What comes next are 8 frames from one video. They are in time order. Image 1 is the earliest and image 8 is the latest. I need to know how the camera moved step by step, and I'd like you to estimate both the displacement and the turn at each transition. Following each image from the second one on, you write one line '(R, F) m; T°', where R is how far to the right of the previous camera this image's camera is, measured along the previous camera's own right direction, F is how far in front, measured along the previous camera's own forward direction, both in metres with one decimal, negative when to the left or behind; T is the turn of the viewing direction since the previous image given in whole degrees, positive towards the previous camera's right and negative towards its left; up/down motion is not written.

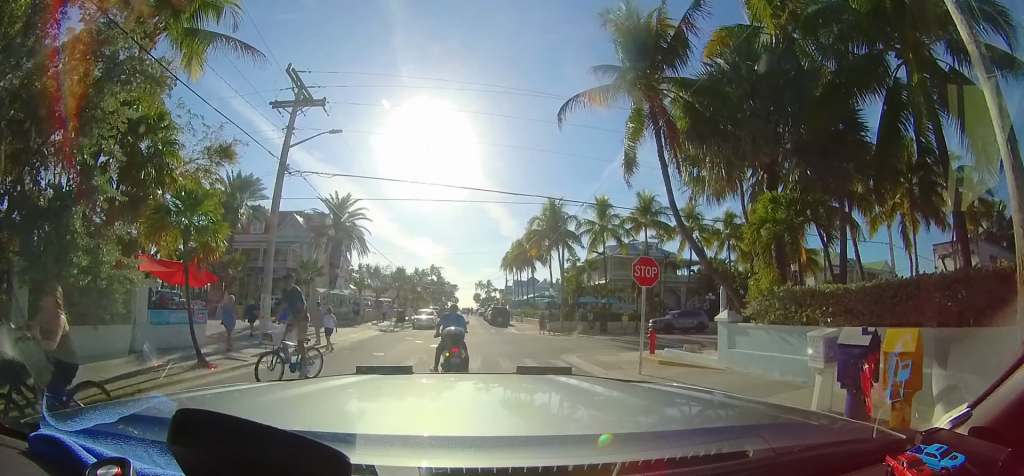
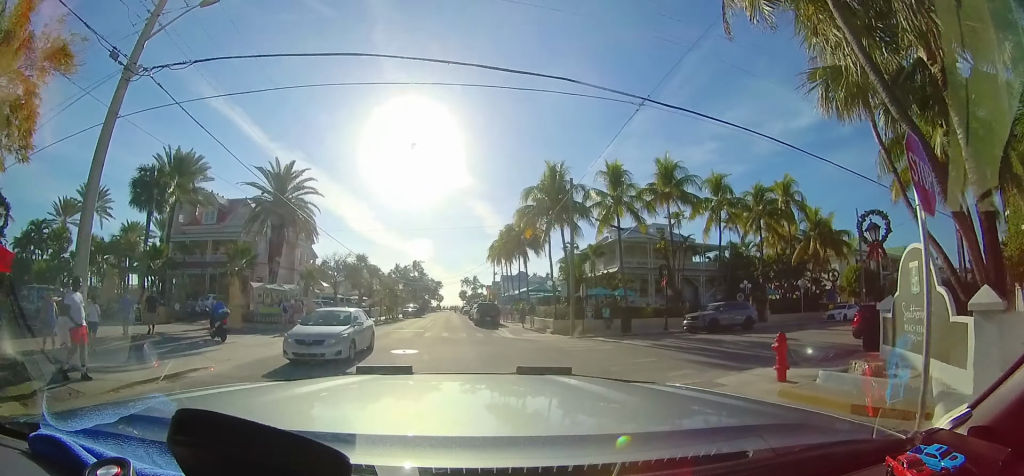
(+0.2, +8.1) m; +1°
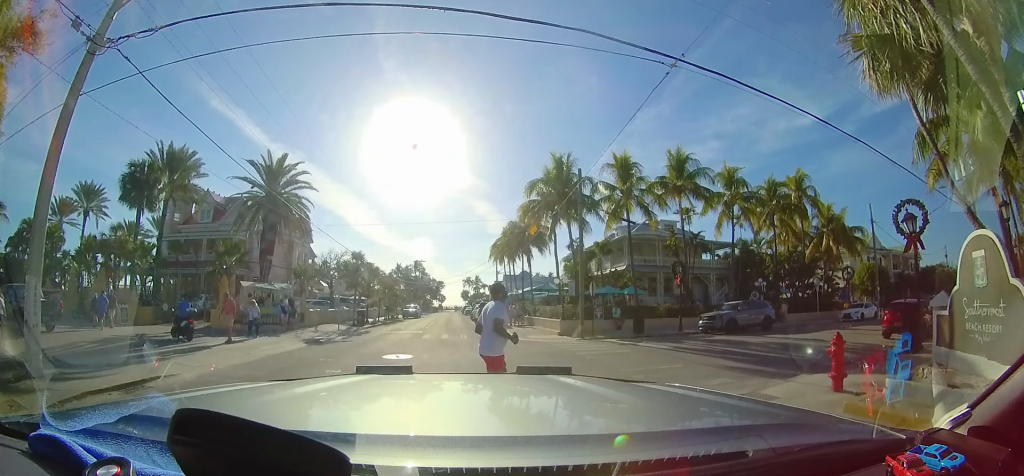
(0.0, +10.3) m; -1°
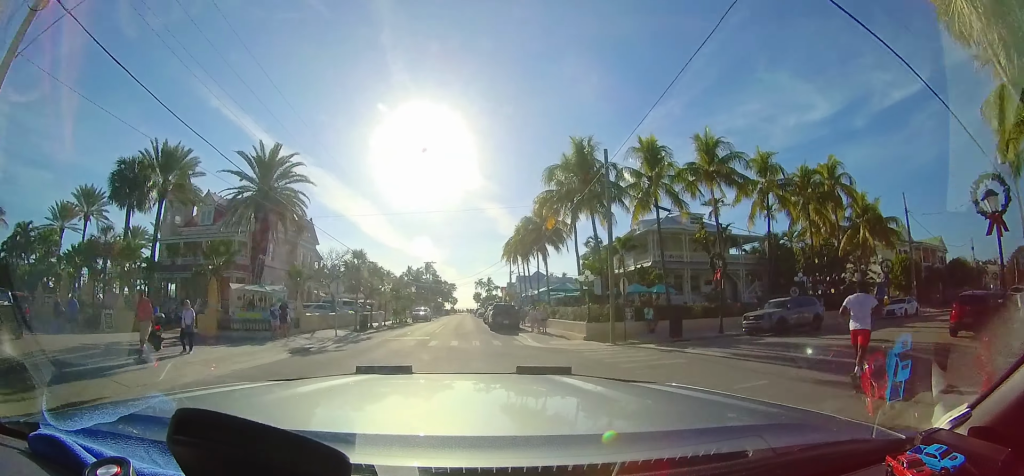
(-0.1, +6.4) m; -1°
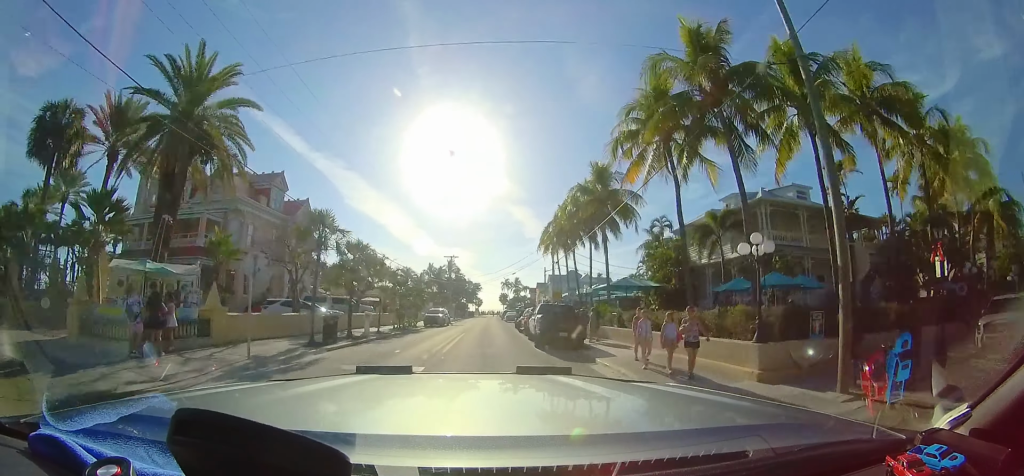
(+0.1, +7.5) m; -2°
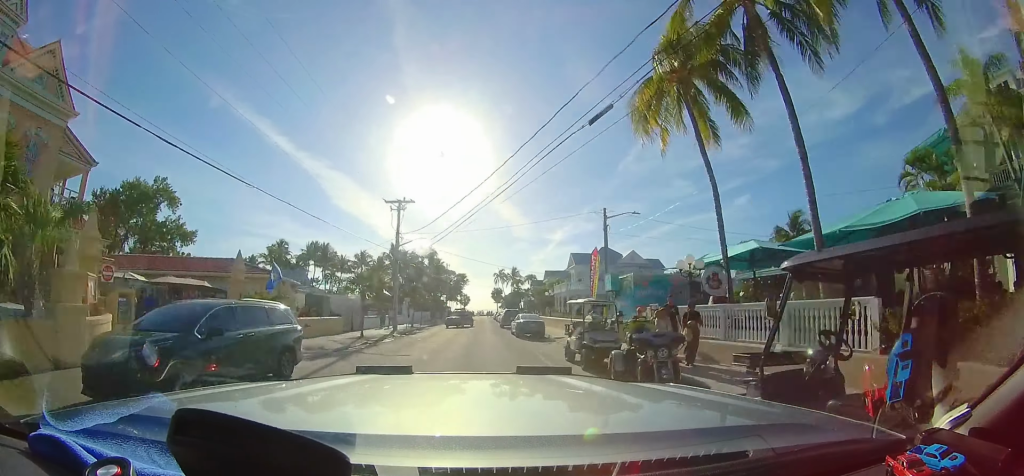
(-0.6, +21.2) m; +1°
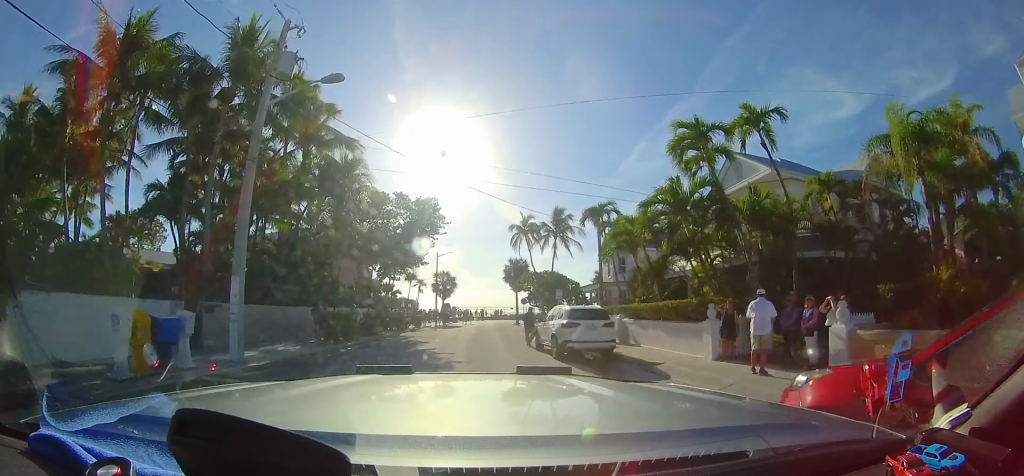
(-0.9, +46.3) m; -2°
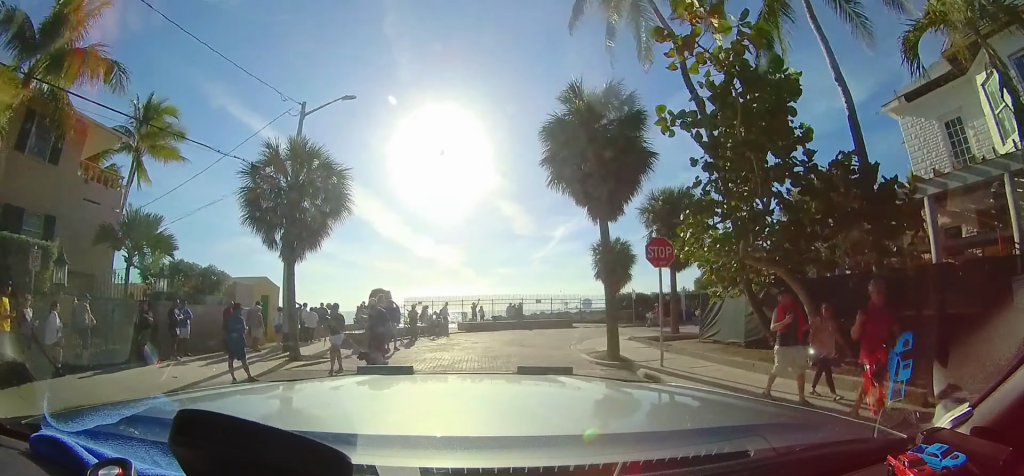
(+1.8, +28.4) m; +8°
